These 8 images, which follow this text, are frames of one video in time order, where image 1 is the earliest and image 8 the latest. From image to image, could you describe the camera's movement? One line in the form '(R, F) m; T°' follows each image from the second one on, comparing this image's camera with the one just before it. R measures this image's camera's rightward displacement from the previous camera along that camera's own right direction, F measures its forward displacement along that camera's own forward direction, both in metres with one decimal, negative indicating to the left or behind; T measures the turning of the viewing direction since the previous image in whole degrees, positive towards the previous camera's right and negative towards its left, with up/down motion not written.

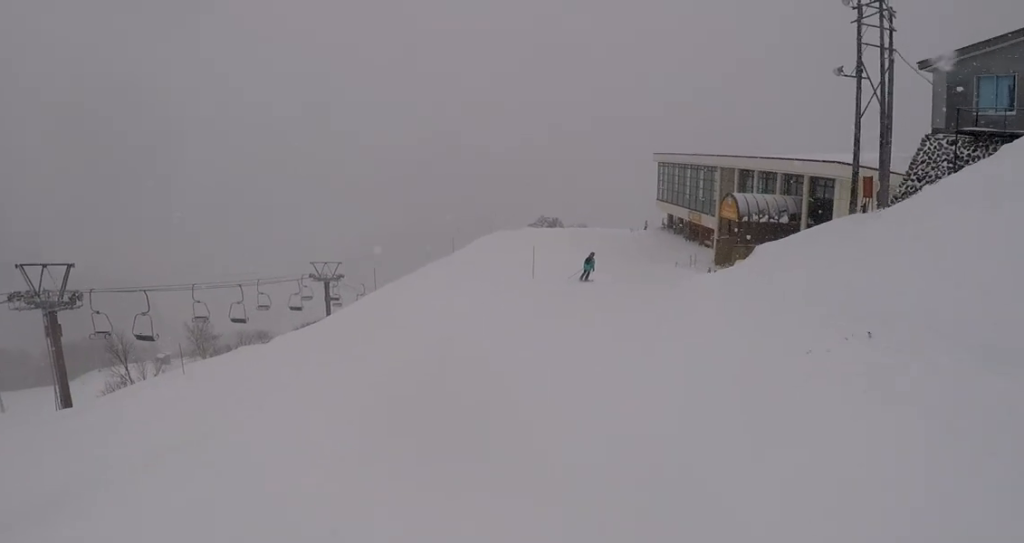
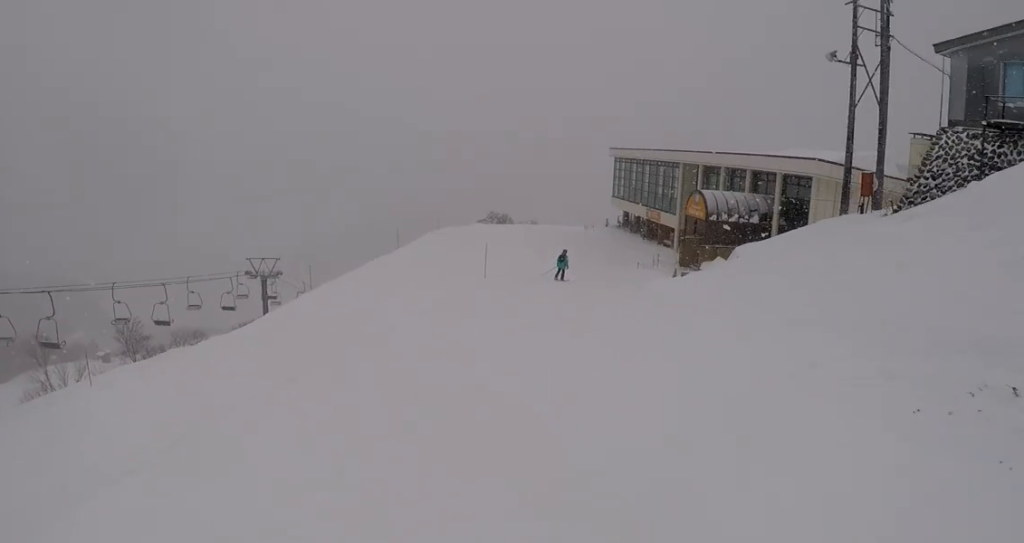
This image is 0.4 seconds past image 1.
(-0.5, +3.8) m; 0°
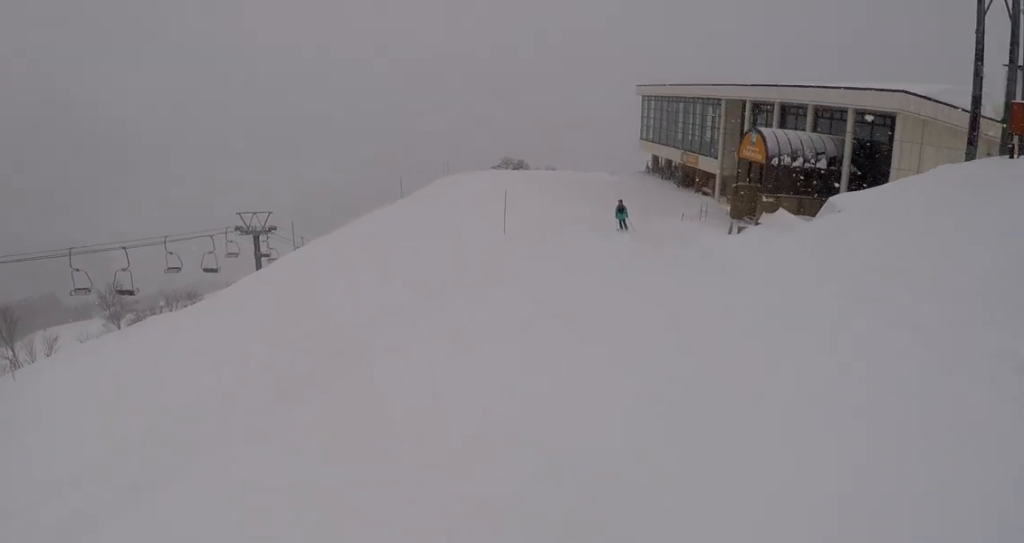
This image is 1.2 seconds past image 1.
(-0.5, +6.7) m; +1°
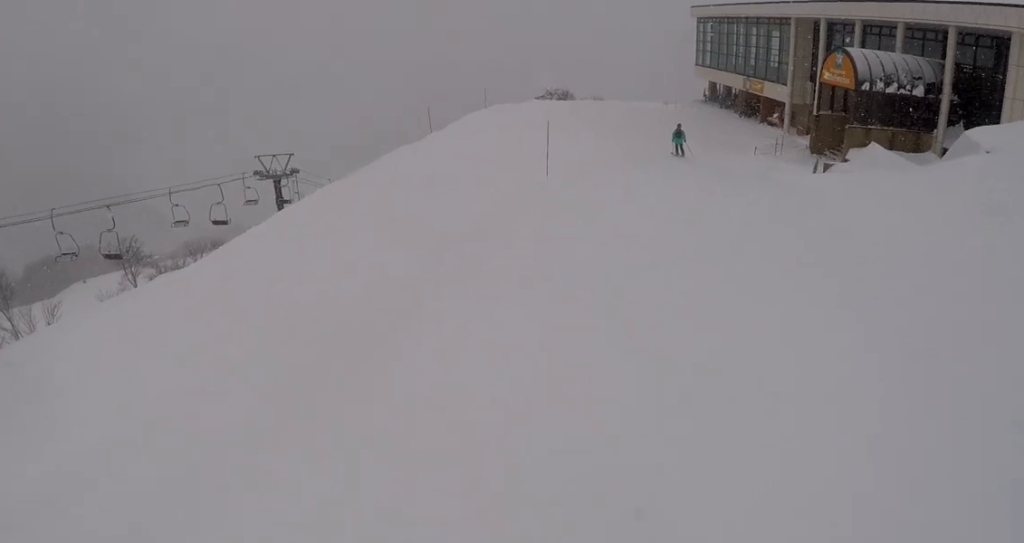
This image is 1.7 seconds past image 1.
(+0.6, +5.4) m; +4°
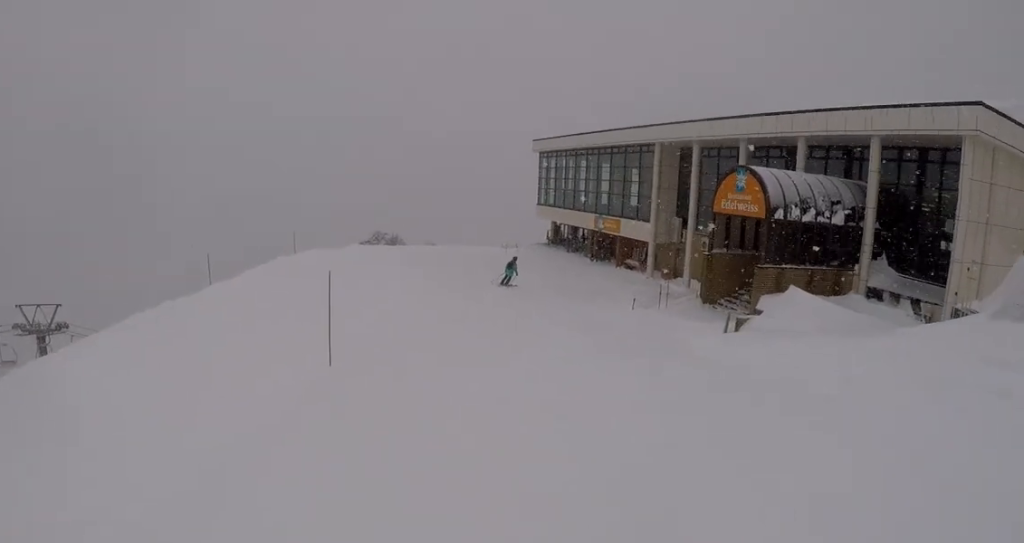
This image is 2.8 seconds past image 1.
(+0.4, +10.0) m; +10°
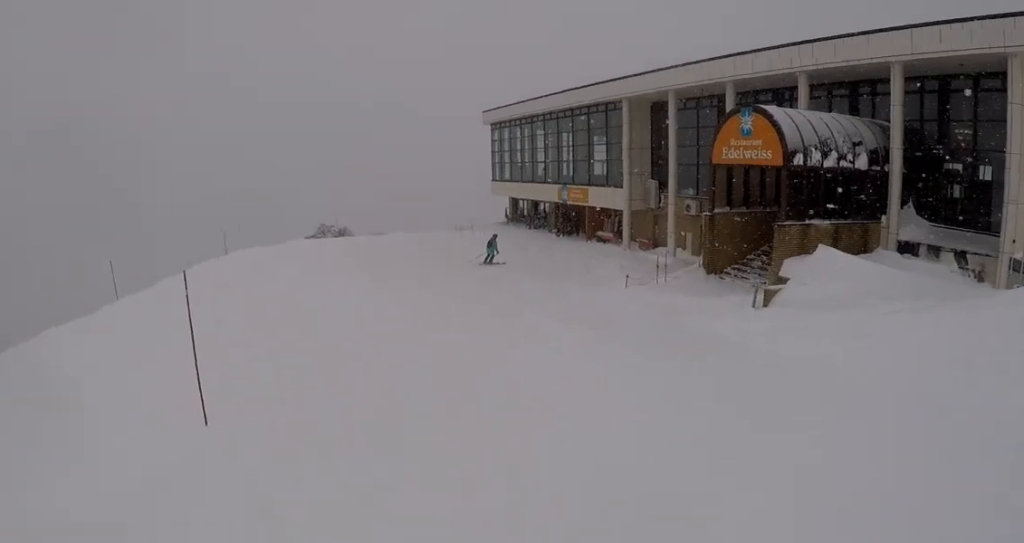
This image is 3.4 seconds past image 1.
(+0.4, +4.8) m; +5°
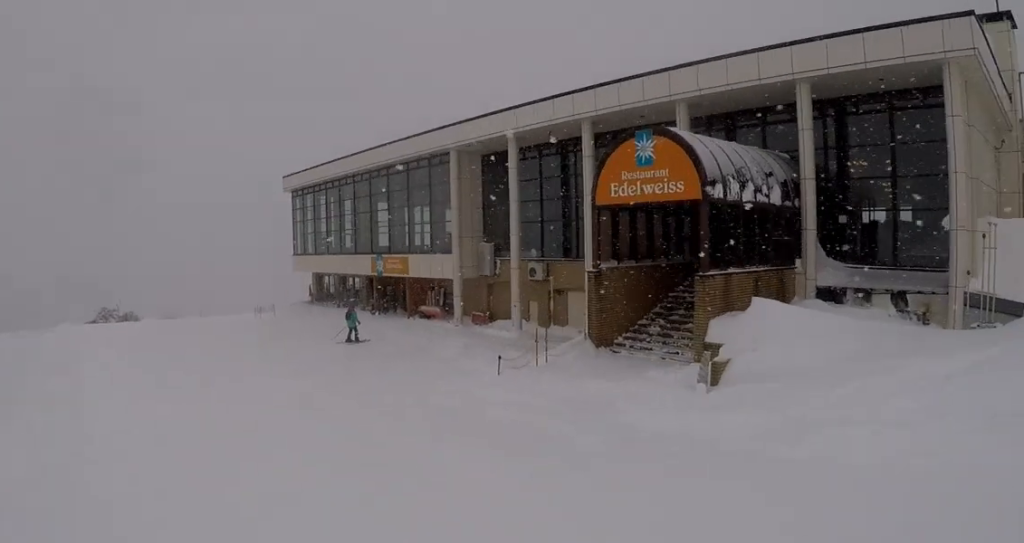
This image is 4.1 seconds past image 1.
(+0.7, +6.1) m; +5°
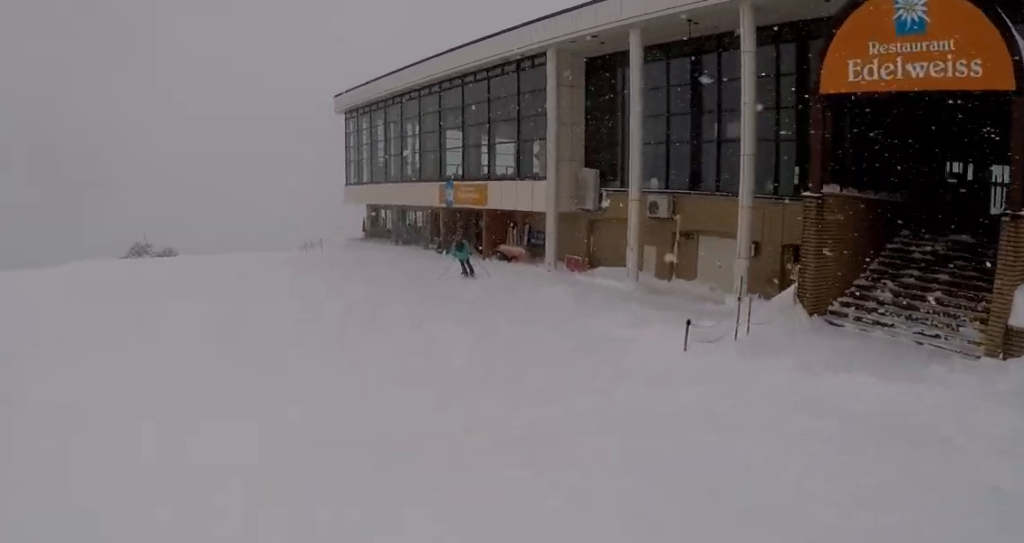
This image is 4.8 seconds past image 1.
(-0.2, +6.1) m; -2°
